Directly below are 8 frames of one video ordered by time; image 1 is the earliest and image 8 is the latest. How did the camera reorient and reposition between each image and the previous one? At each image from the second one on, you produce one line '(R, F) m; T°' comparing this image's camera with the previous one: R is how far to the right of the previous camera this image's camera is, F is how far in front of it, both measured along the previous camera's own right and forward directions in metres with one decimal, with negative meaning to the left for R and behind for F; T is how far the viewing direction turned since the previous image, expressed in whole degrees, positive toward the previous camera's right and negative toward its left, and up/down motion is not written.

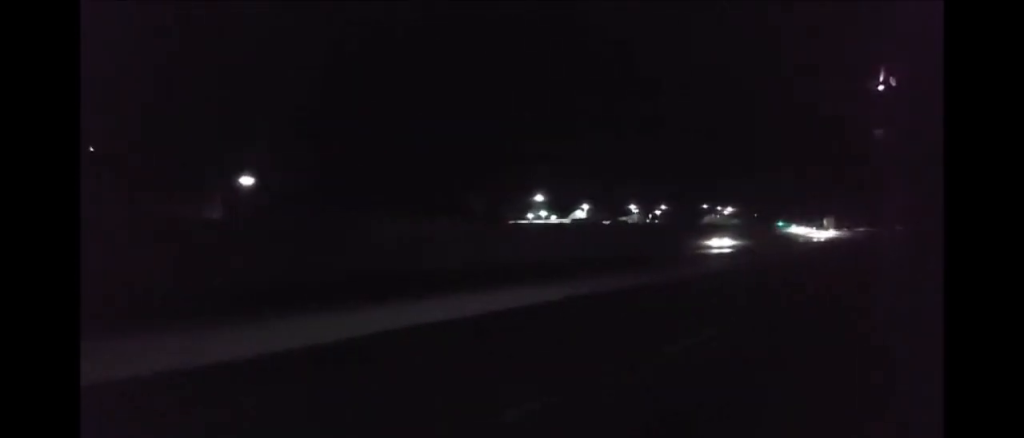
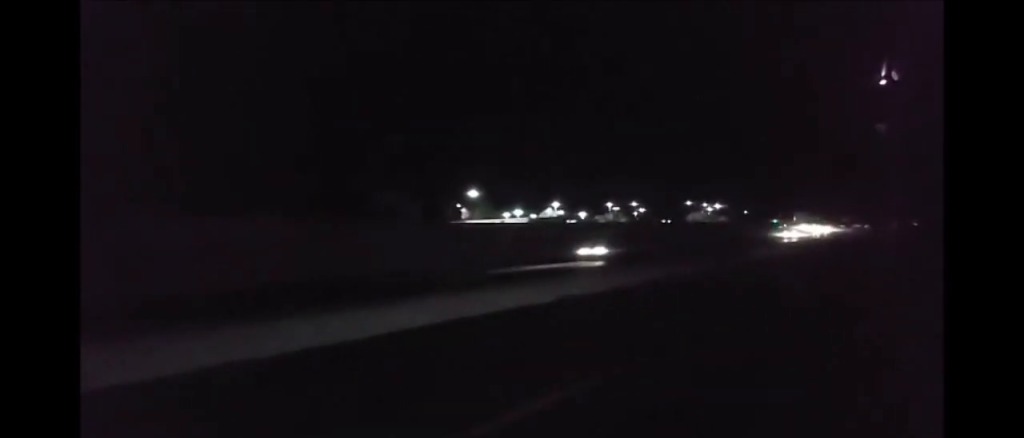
(0.0, +20.6) m; 0°
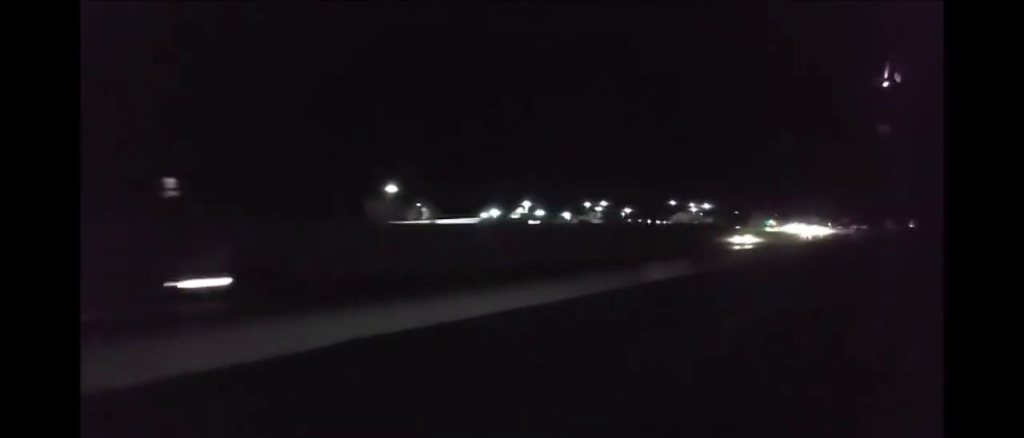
(+0.1, +19.6) m; 0°
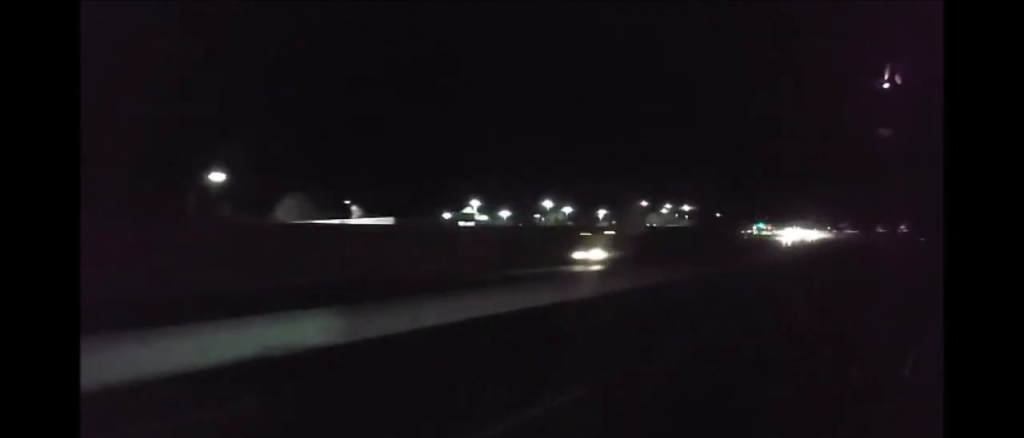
(-0.2, +25.7) m; 0°
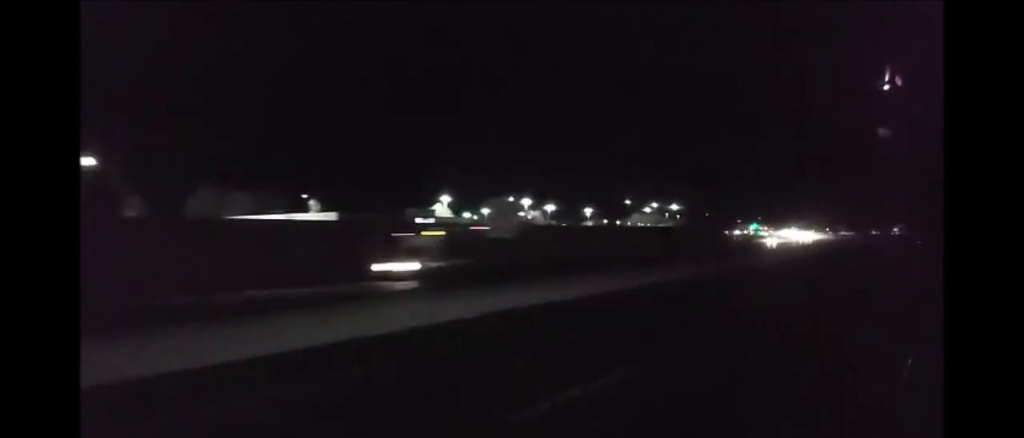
(0.0, +12.3) m; 0°
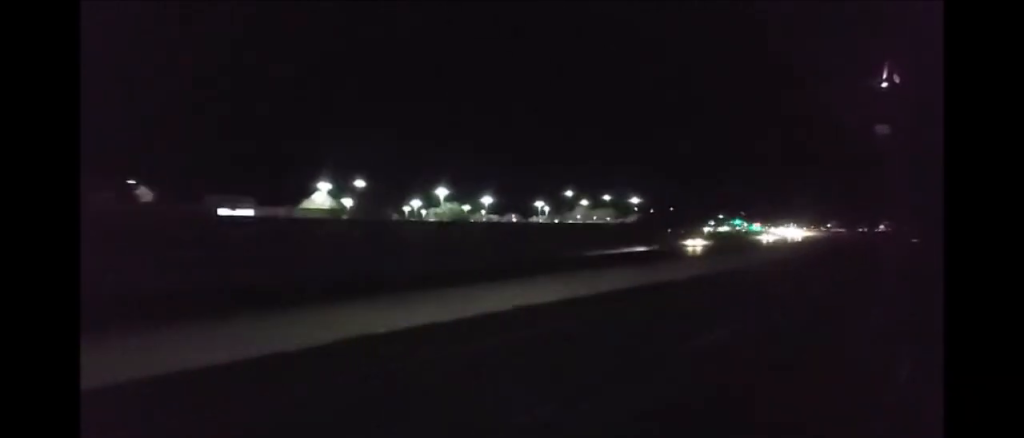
(+0.1, +39.0) m; 0°
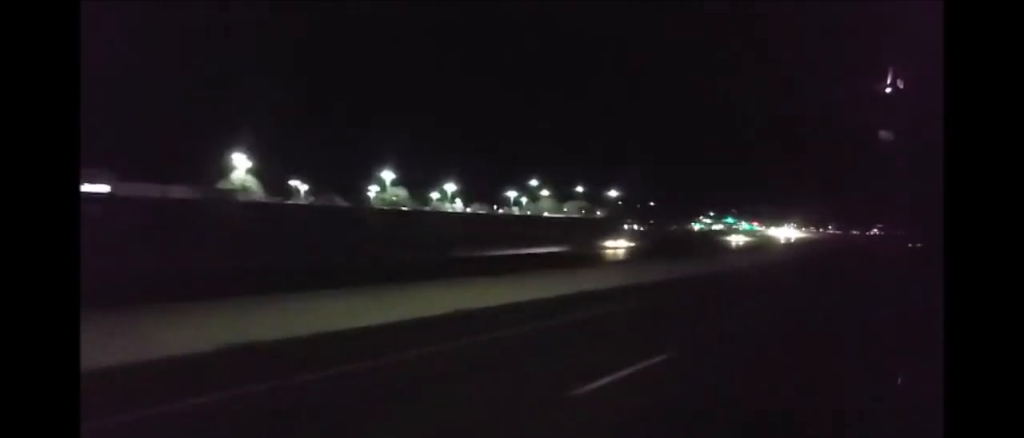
(-0.2, +17.5) m; 0°
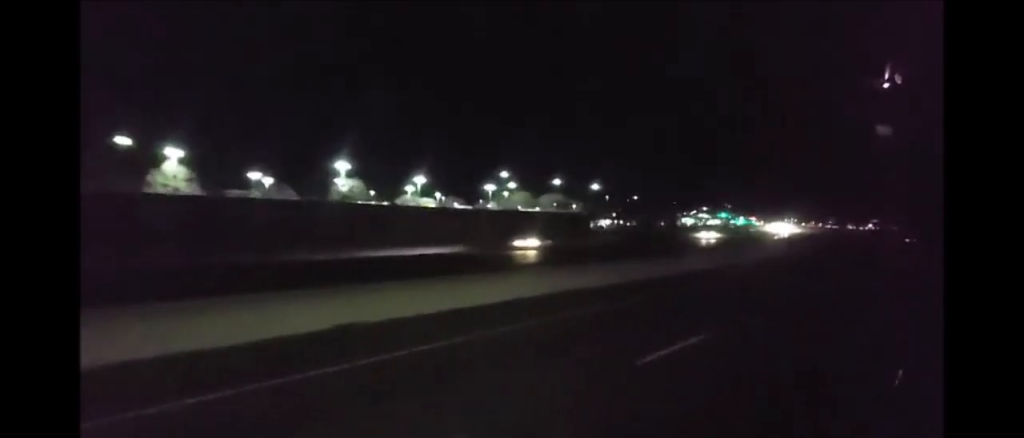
(+0.1, +13.3) m; 0°
